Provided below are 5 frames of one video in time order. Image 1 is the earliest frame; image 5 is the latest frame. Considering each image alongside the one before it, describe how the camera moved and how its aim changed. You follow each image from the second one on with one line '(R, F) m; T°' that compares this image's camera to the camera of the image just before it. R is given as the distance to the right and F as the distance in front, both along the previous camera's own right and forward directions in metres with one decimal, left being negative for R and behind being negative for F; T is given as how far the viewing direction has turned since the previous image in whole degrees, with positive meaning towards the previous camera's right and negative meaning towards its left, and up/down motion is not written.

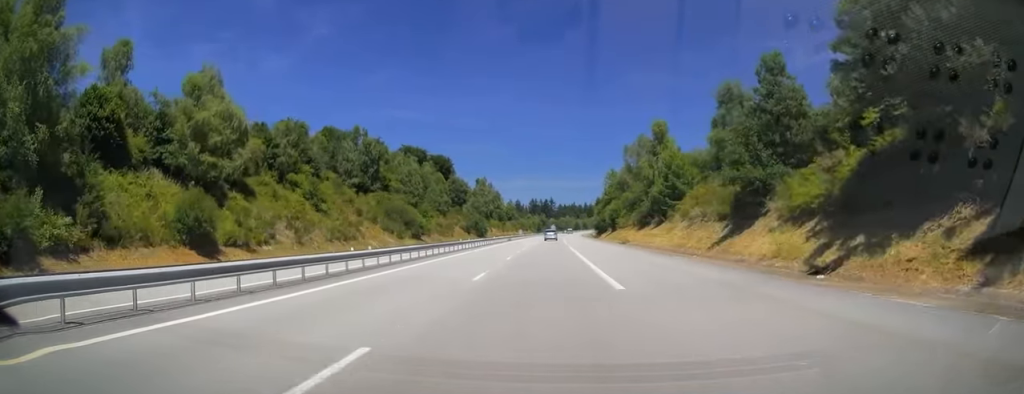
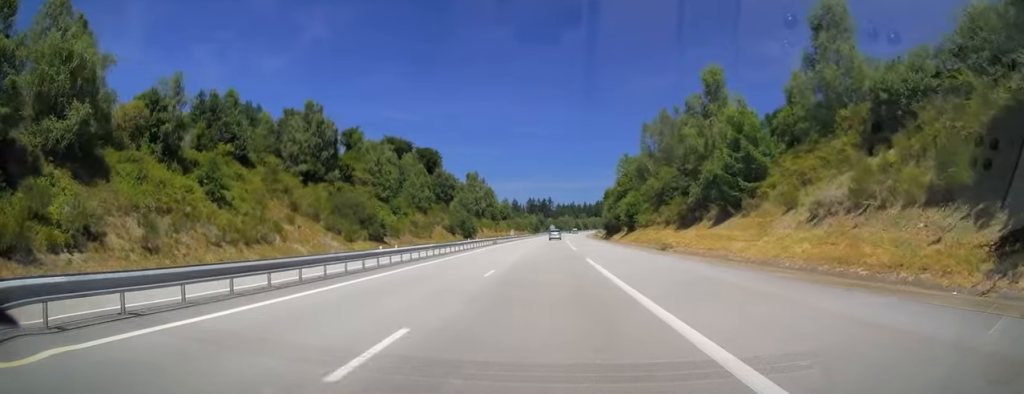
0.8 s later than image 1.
(-0.1, +24.6) m; 0°
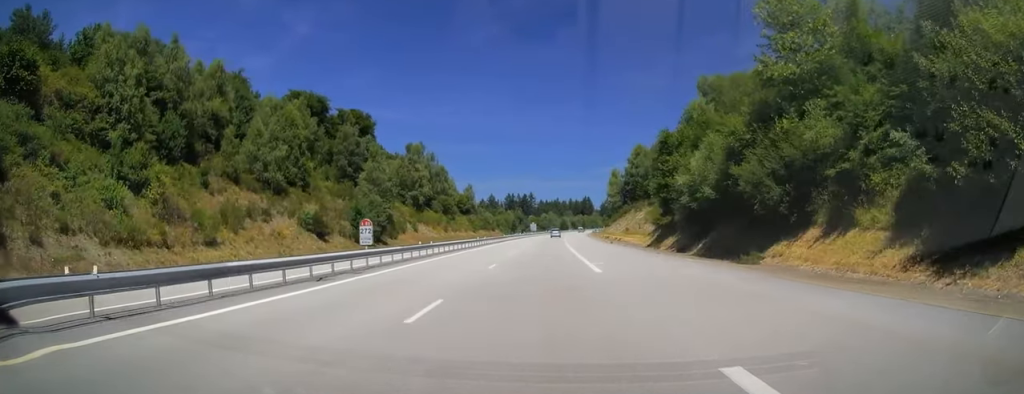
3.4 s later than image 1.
(+1.3, +74.7) m; +2°
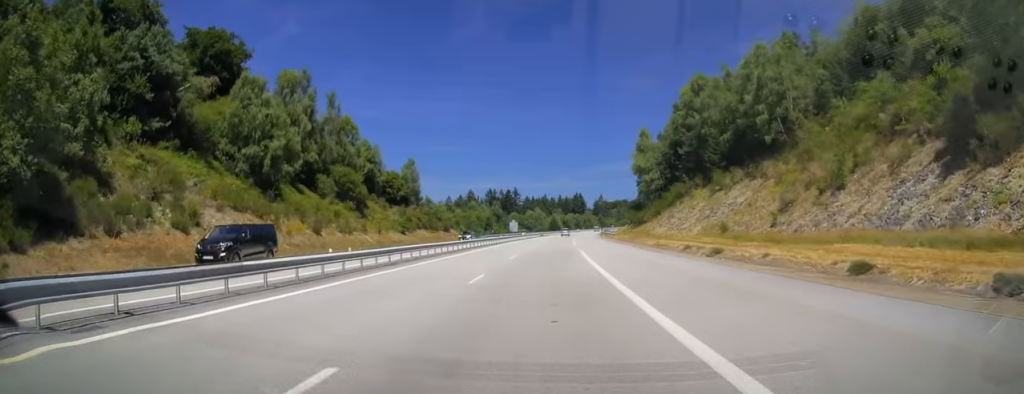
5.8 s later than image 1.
(+0.6, +71.2) m; +1°
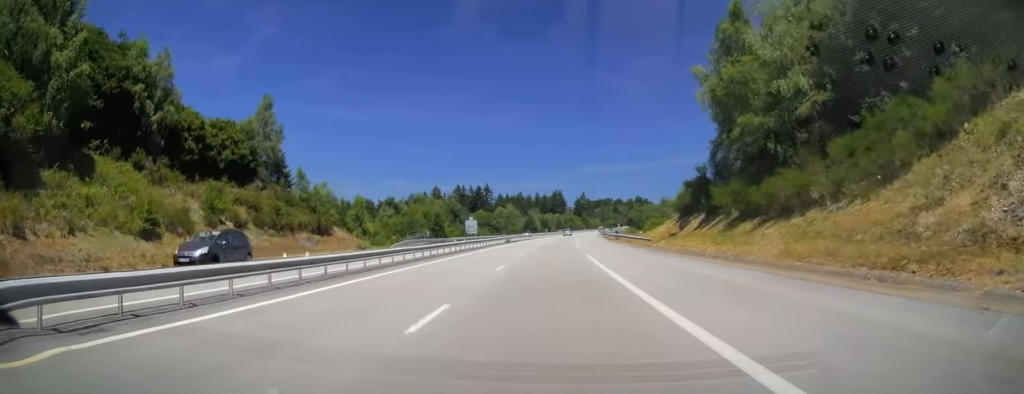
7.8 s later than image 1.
(+1.2, +59.8) m; +3°
